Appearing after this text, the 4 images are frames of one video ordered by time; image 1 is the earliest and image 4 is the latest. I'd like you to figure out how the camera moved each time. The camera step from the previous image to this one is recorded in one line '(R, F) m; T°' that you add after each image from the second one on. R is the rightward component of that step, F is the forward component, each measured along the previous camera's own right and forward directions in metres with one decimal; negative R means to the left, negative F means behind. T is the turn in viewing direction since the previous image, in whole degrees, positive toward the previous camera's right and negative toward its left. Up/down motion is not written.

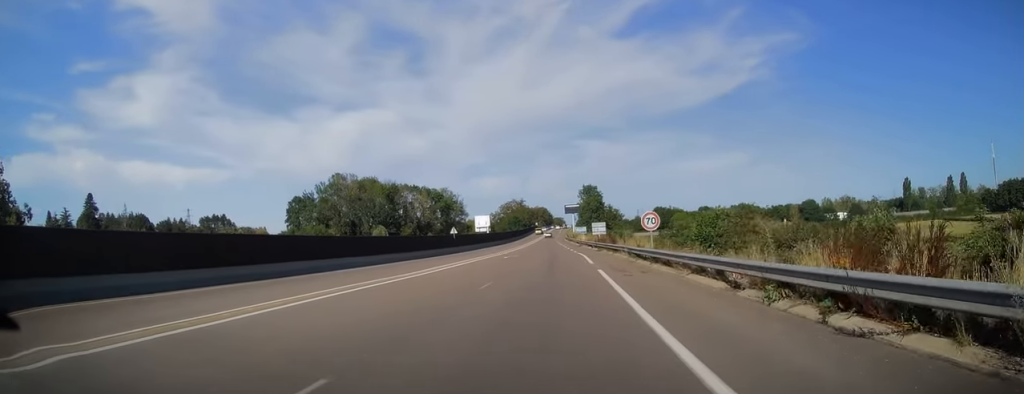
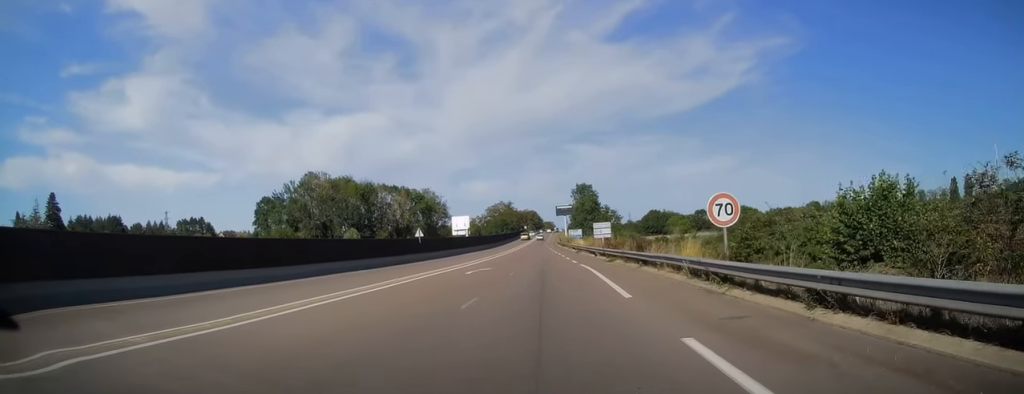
(0.0, +16.3) m; +1°
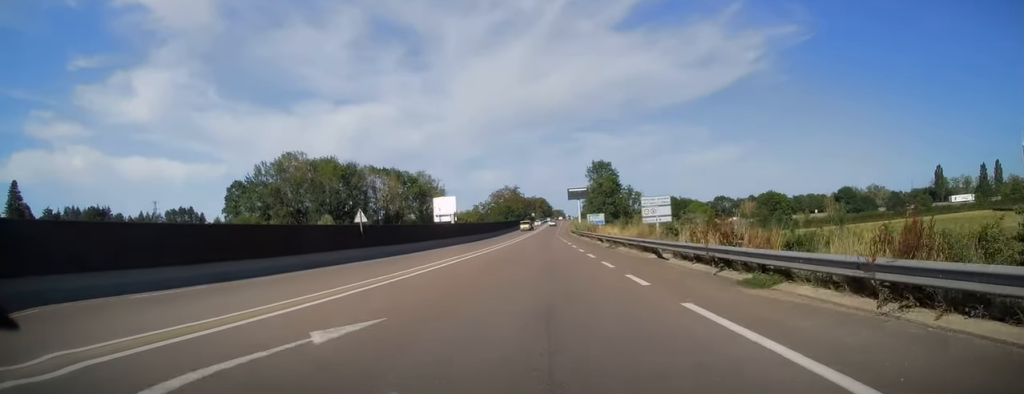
(+0.2, +23.6) m; 0°
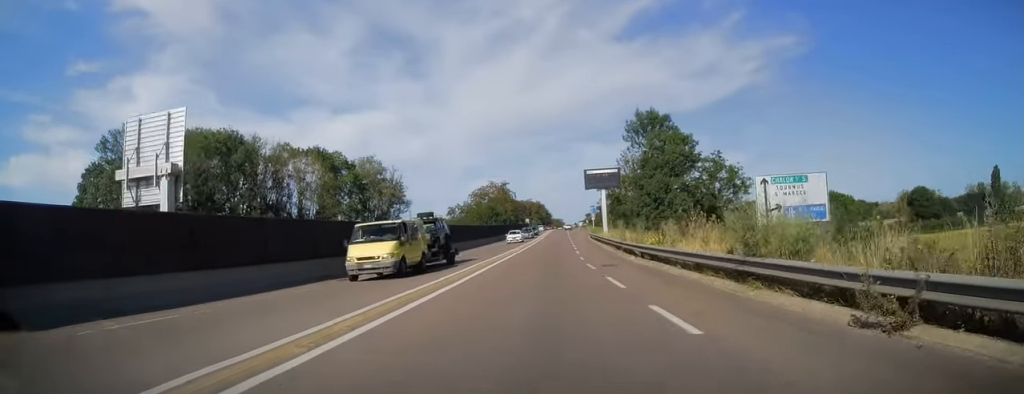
(-0.1, +58.1) m; +1°
